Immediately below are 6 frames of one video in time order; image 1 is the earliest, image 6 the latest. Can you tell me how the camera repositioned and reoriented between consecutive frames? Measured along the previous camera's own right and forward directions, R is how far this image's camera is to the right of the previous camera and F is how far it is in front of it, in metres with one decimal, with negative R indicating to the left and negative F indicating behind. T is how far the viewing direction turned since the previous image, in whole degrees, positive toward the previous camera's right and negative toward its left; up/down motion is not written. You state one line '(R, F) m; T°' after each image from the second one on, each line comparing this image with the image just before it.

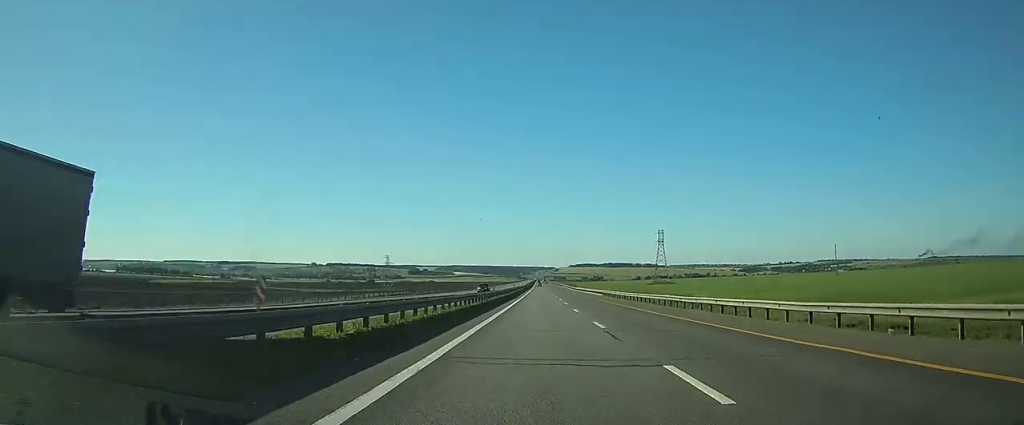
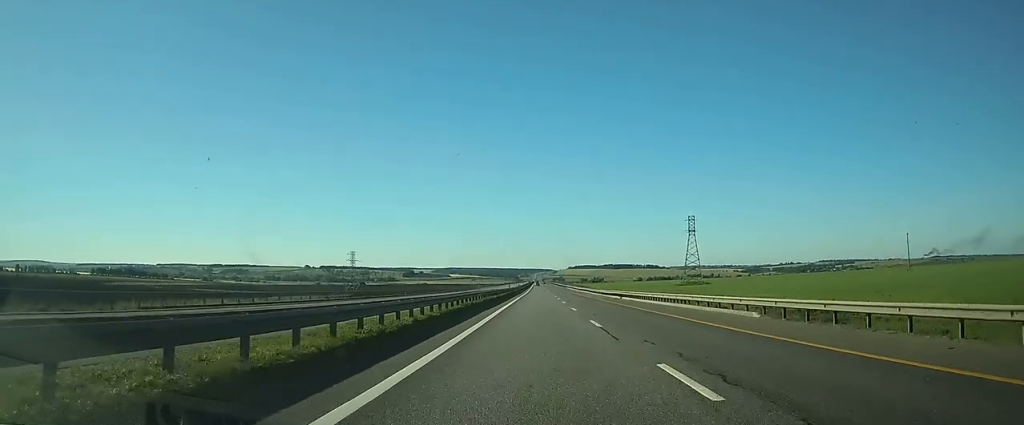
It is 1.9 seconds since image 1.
(+0.2, +60.1) m; 0°
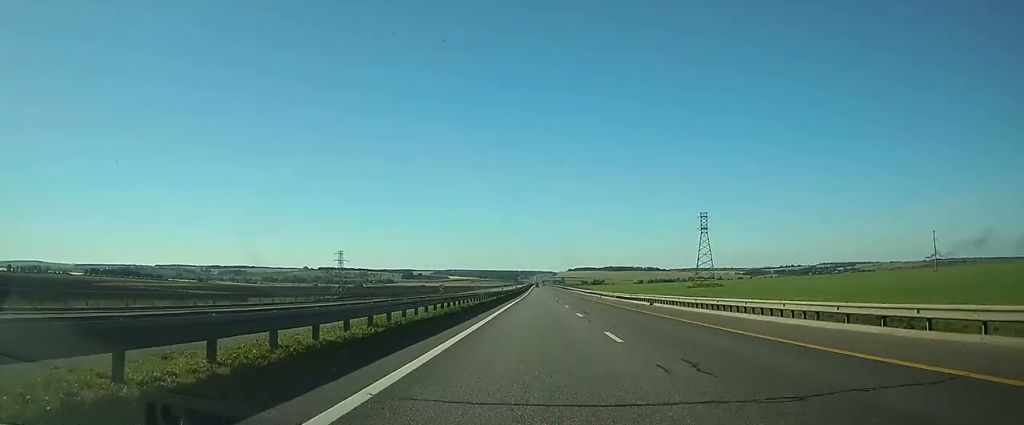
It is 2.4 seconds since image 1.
(0.0, +16.9) m; 0°
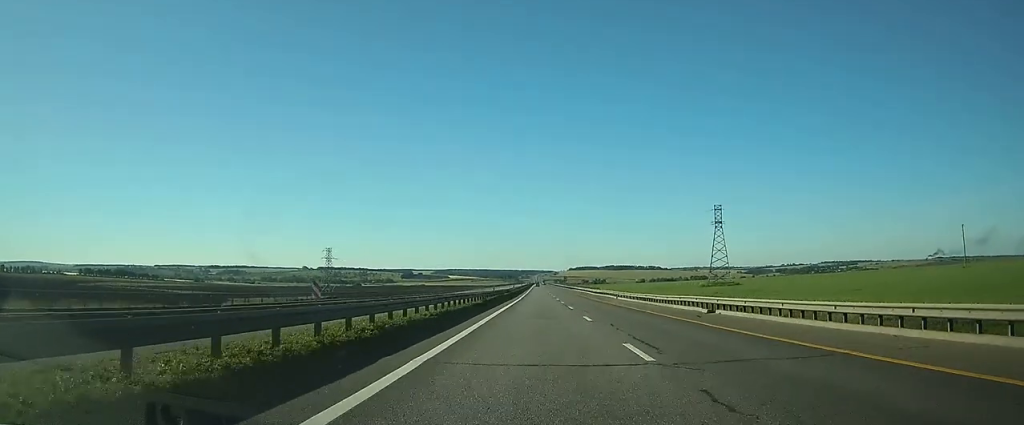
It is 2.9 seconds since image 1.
(0.0, +15.8) m; 0°
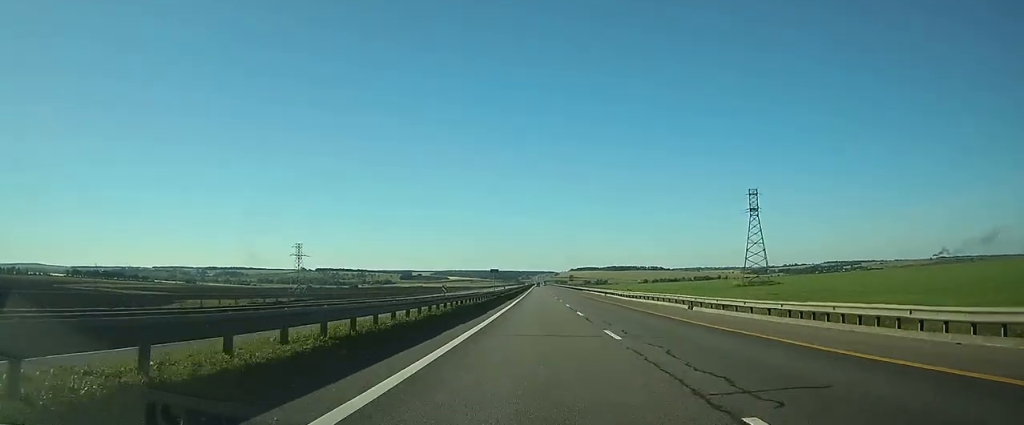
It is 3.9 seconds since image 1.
(-0.1, +31.6) m; 0°
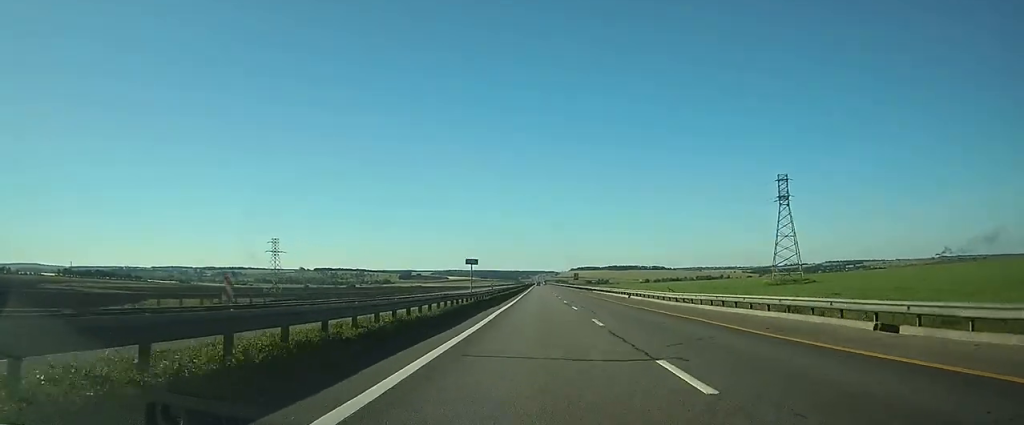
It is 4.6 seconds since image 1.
(+0.1, +20.1) m; 0°
